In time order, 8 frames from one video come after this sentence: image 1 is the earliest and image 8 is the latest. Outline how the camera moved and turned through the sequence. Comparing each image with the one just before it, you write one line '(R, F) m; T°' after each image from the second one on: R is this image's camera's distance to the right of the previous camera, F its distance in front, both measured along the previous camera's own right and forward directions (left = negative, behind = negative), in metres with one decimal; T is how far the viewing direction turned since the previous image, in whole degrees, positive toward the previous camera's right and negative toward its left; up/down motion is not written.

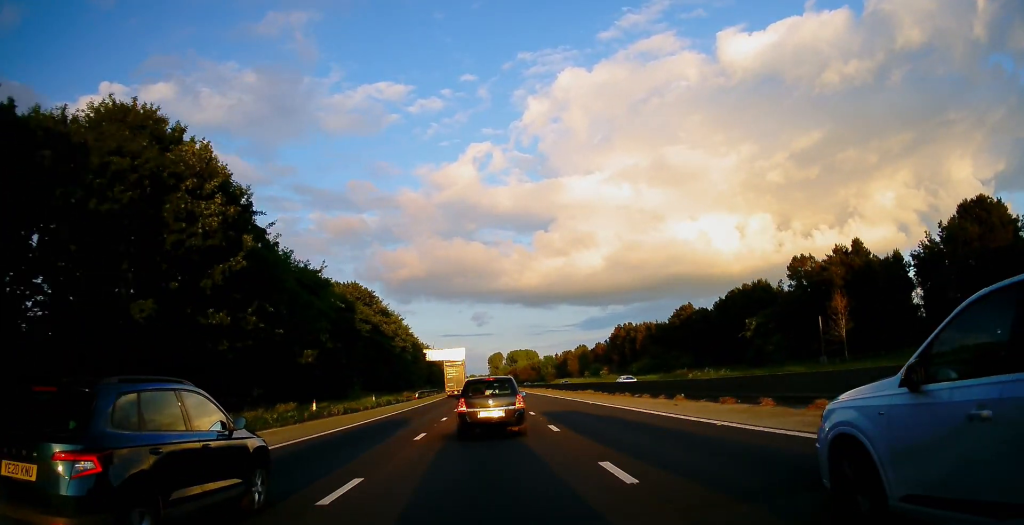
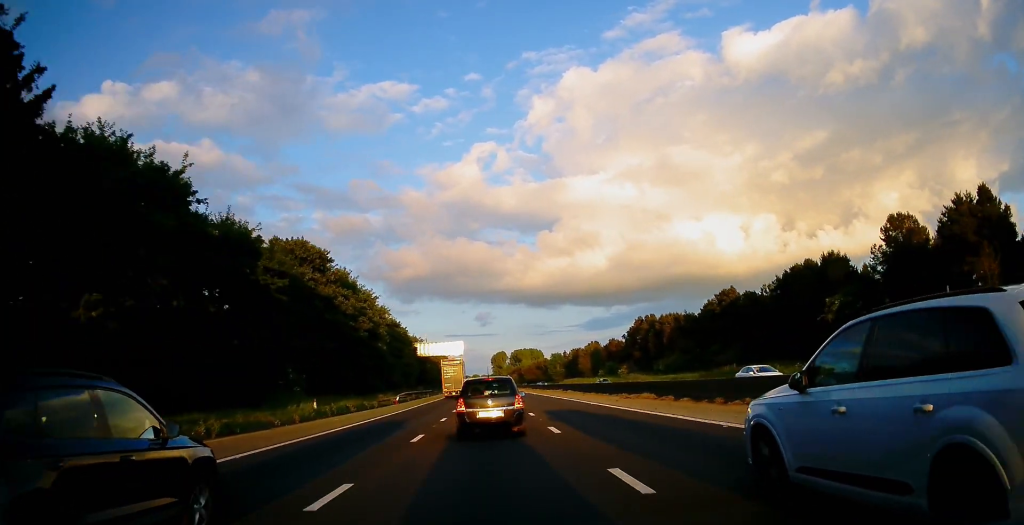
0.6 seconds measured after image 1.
(0.0, +18.1) m; 0°
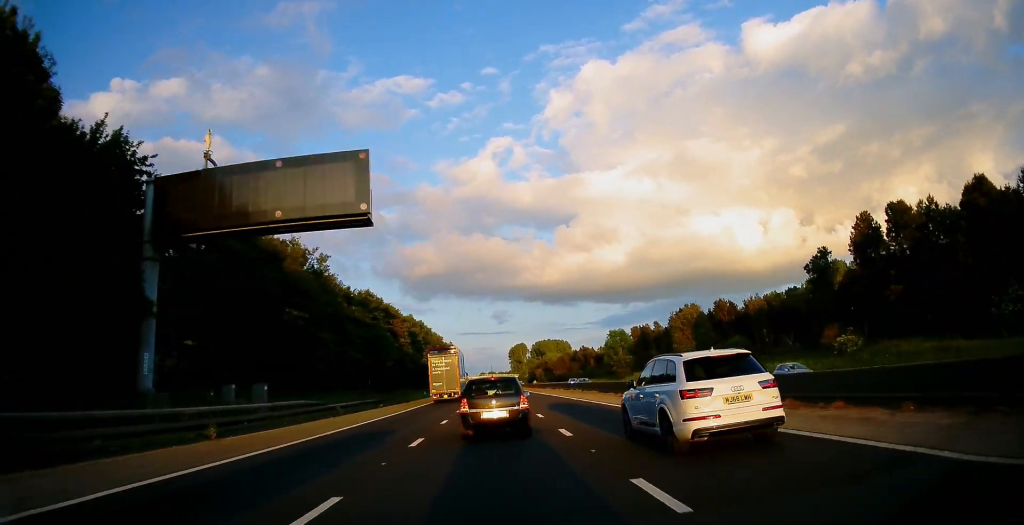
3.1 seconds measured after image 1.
(-1.0, +79.8) m; -2°
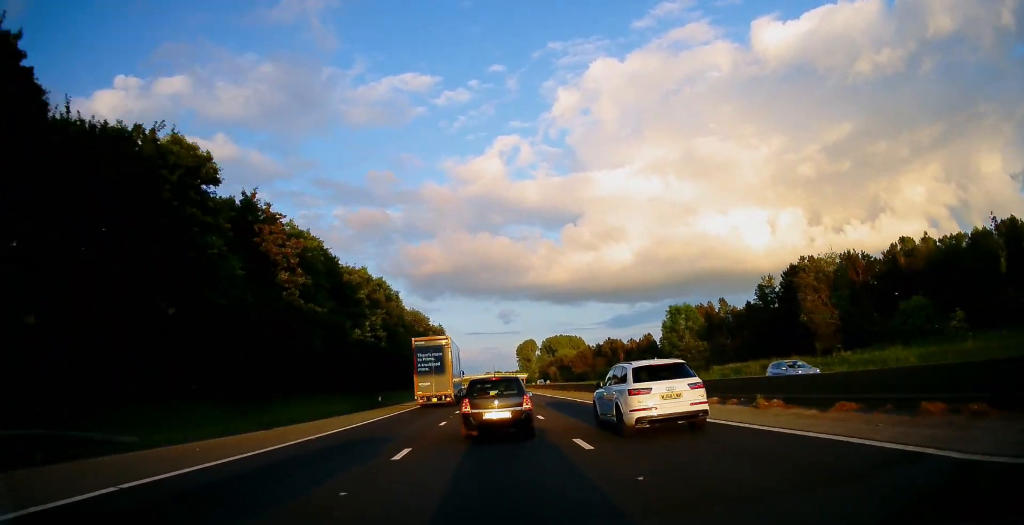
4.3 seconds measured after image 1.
(-0.5, +41.4) m; -1°
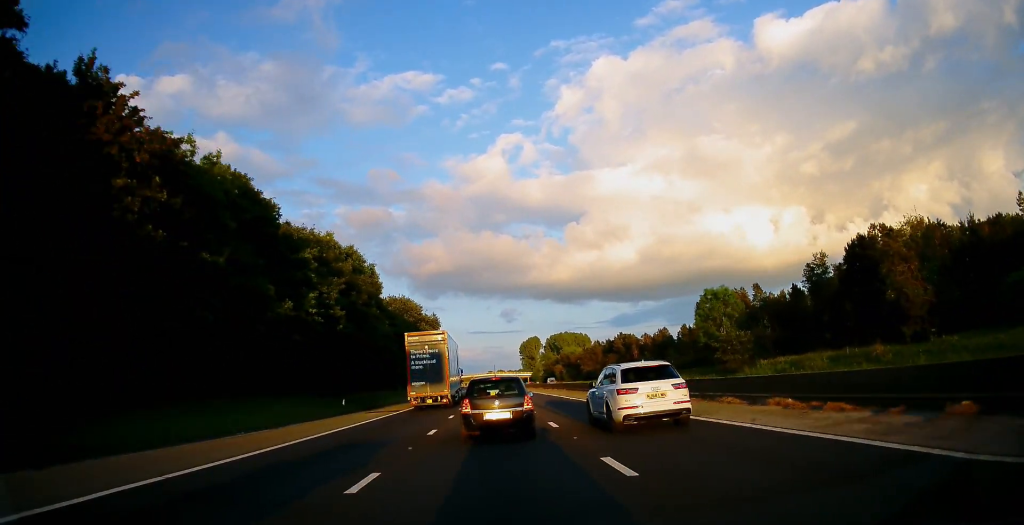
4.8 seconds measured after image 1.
(-0.1, +14.0) m; 0°
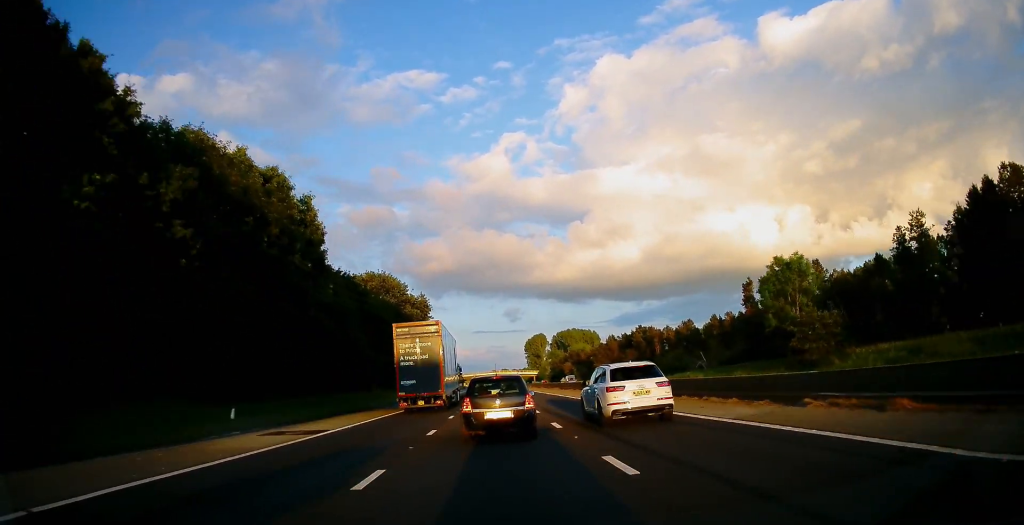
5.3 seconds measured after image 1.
(+0.3, +17.8) m; 0°
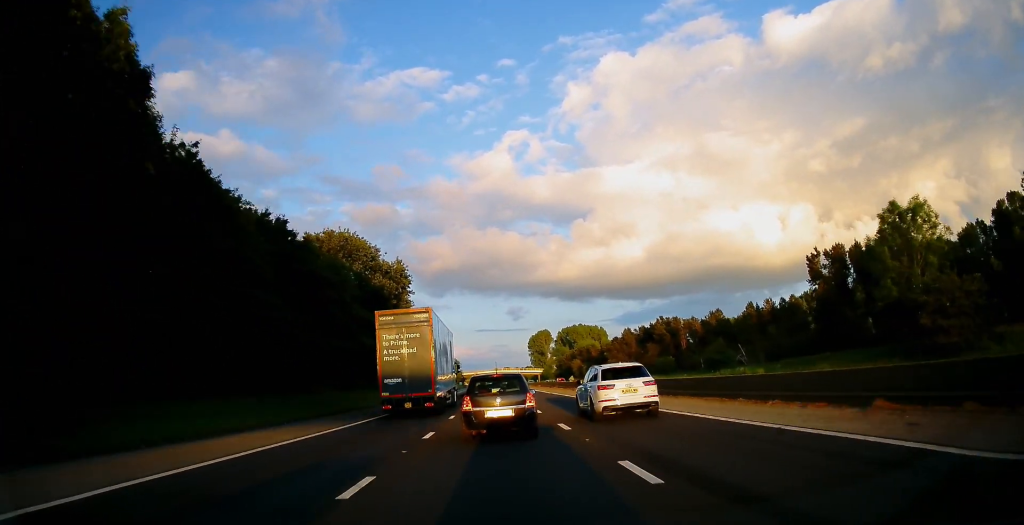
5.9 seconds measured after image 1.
(0.0, +18.3) m; 0°
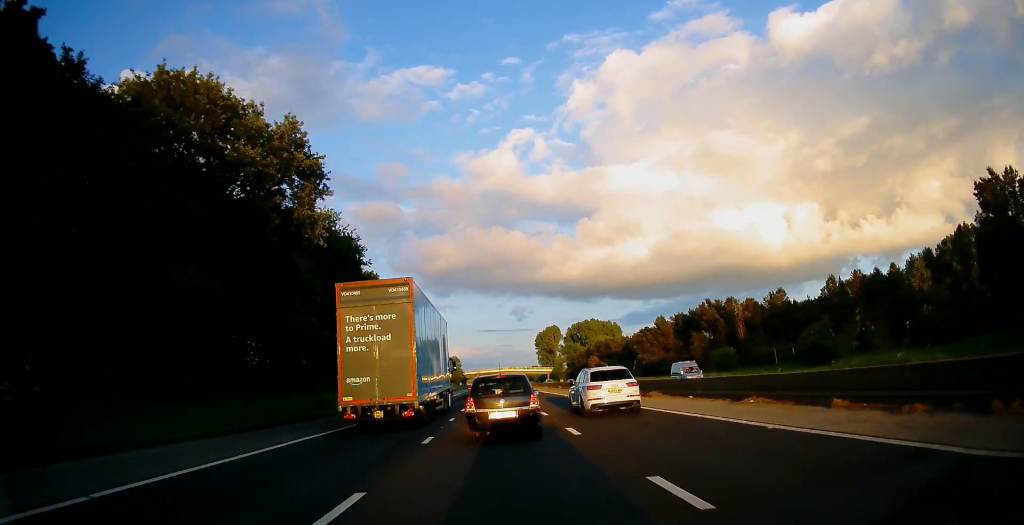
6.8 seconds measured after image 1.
(-0.4, +28.6) m; -1°
